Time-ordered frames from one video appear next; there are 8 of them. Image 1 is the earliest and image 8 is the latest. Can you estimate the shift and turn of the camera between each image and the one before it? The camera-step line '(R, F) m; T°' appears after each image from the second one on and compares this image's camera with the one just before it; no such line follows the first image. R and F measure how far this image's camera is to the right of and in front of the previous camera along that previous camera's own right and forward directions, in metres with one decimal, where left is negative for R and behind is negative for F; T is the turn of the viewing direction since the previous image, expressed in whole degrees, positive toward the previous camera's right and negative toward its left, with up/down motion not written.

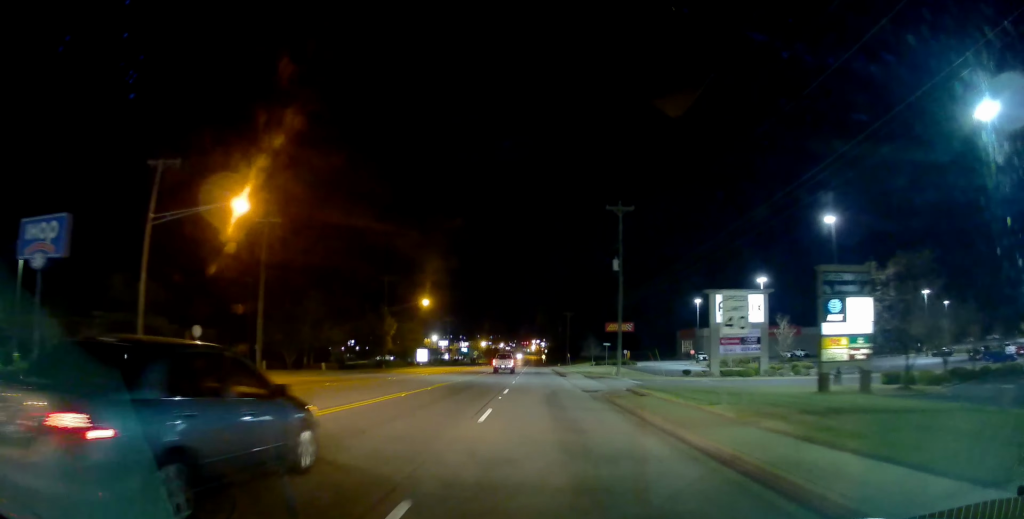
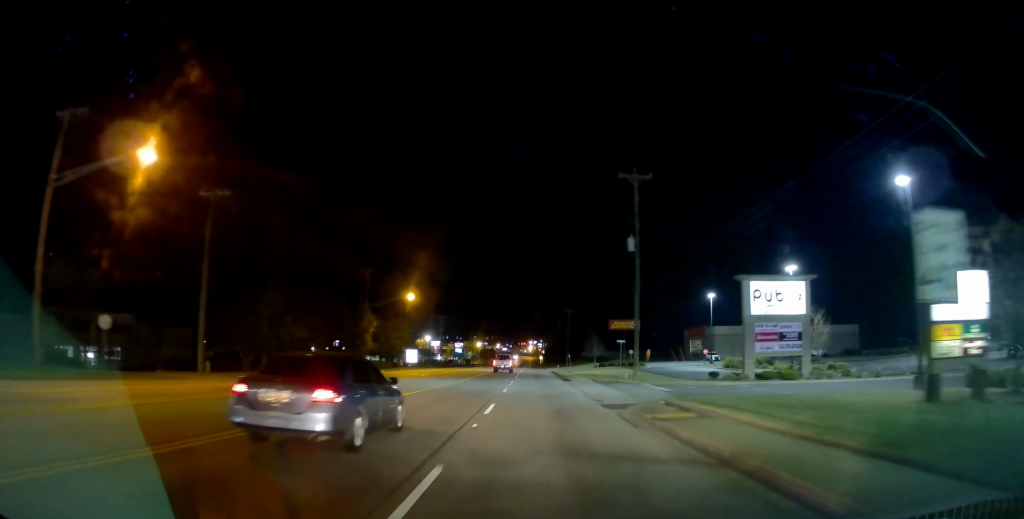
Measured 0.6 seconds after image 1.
(0.0, +8.7) m; 0°
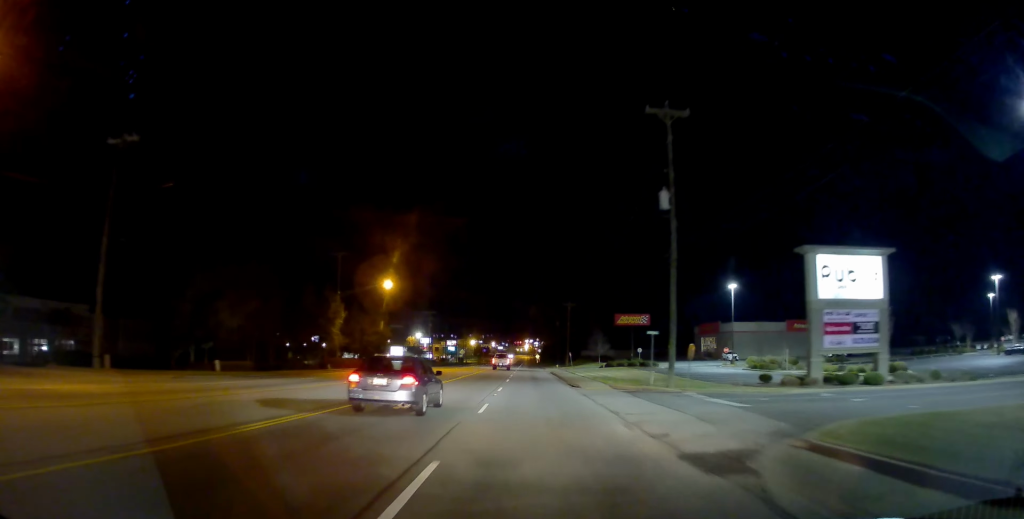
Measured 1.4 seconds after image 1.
(0.0, +10.8) m; 0°
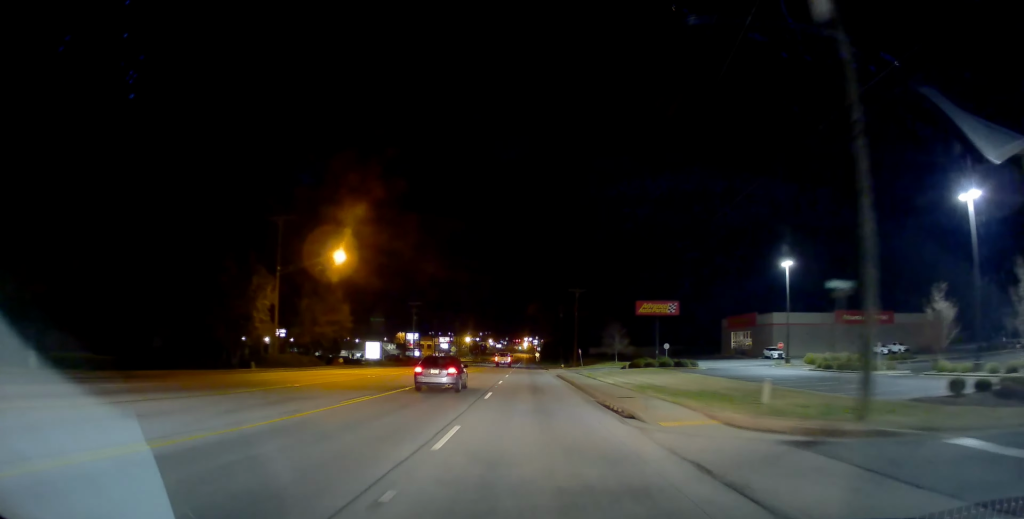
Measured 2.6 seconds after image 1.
(0.0, +17.7) m; 0°
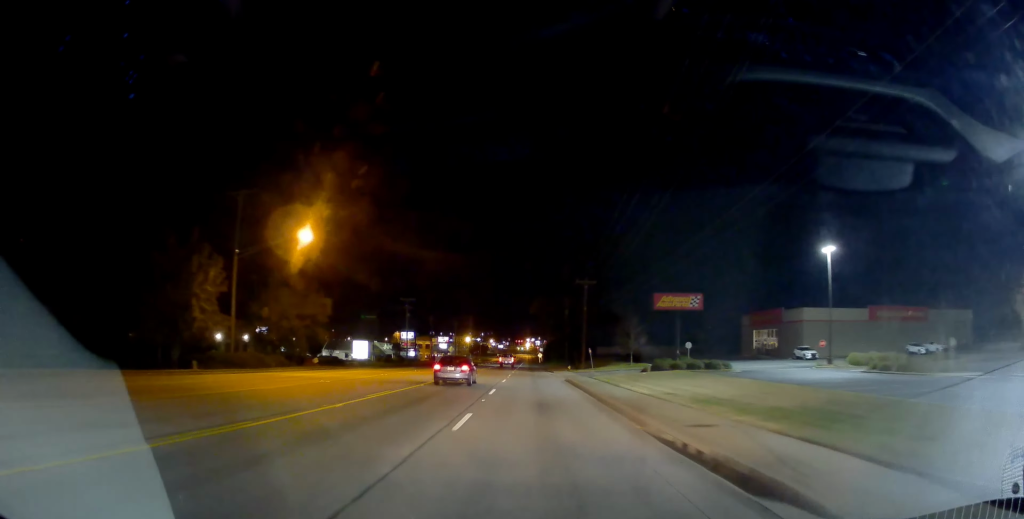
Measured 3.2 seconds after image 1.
(0.0, +9.0) m; 0°
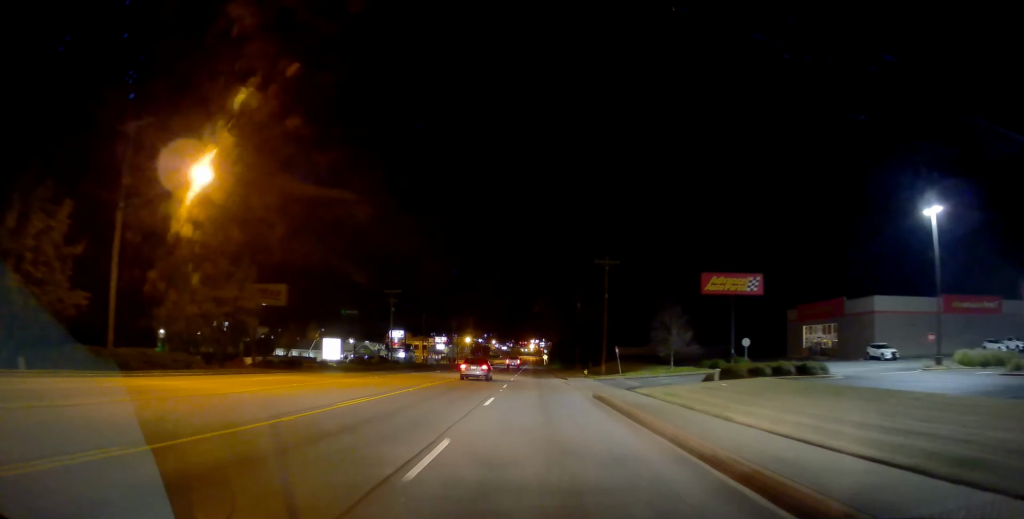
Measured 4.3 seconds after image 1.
(0.0, +15.9) m; 0°
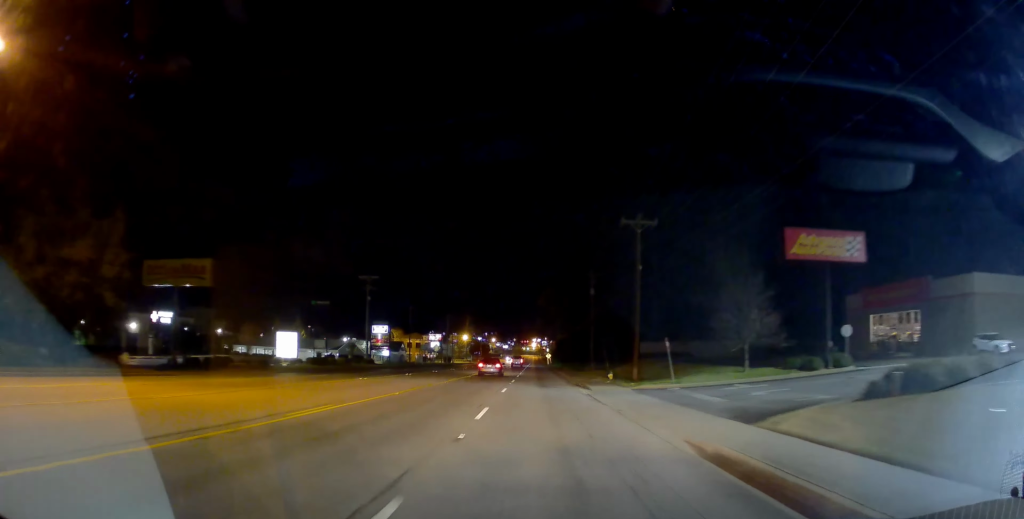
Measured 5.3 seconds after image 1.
(-0.1, +16.0) m; -1°
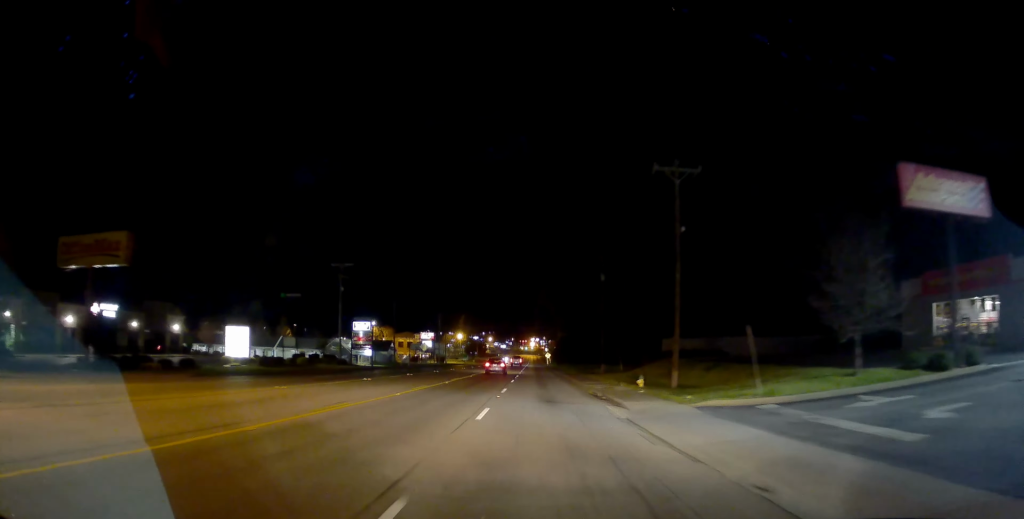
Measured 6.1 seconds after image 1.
(-0.1, +11.5) m; 0°
